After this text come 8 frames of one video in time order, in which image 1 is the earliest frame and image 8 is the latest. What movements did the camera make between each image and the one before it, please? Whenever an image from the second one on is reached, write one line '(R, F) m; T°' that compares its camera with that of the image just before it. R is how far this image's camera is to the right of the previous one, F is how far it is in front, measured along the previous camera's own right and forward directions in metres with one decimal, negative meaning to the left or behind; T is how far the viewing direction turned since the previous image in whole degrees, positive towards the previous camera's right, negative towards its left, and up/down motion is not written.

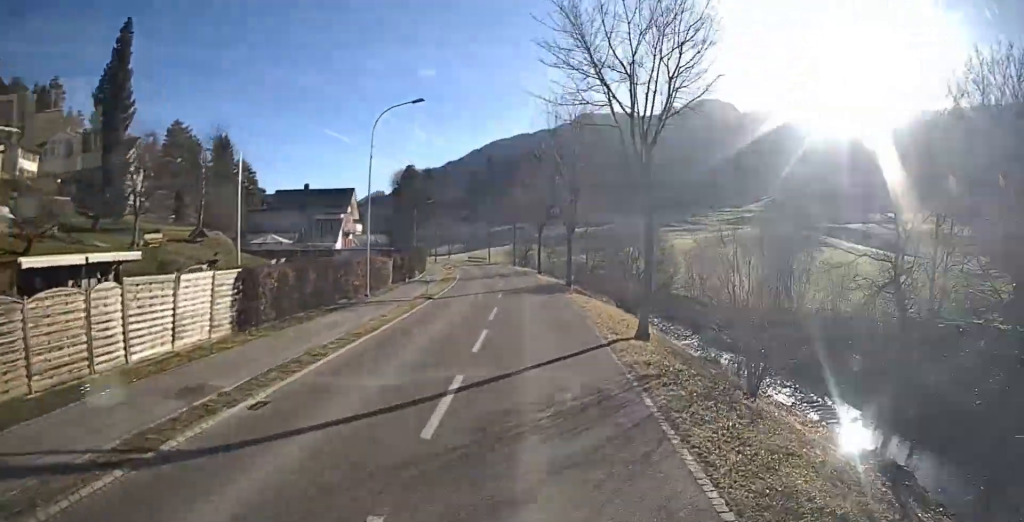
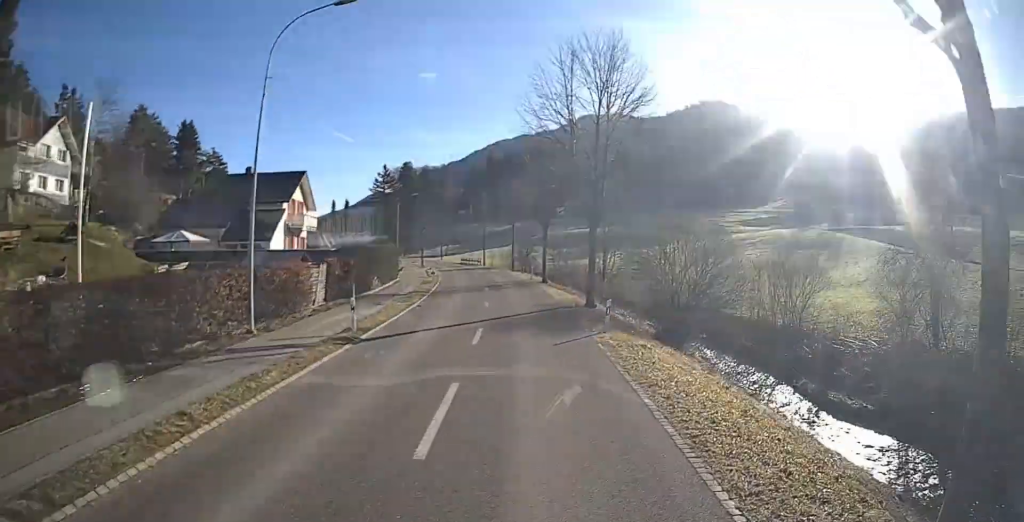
(-0.2, +12.6) m; -3°
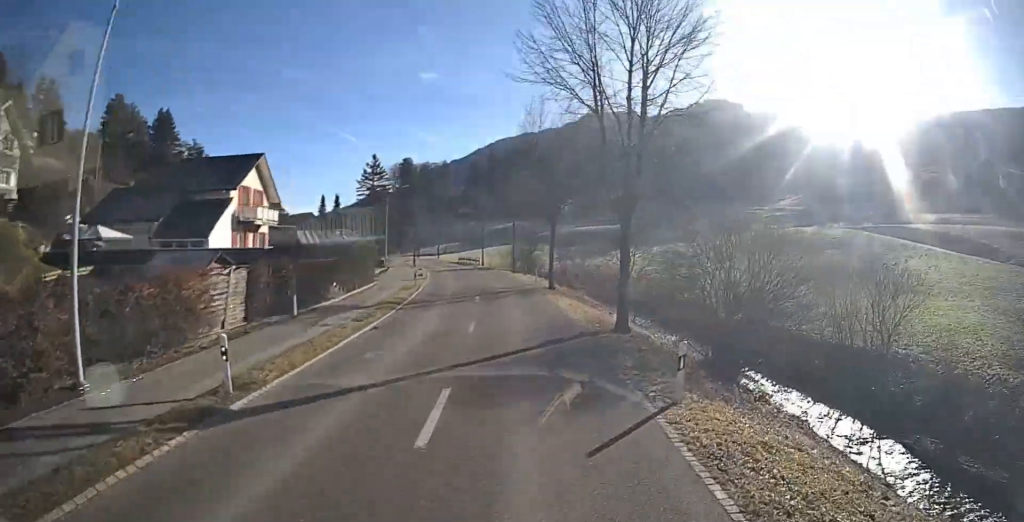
(-0.4, +7.6) m; -2°
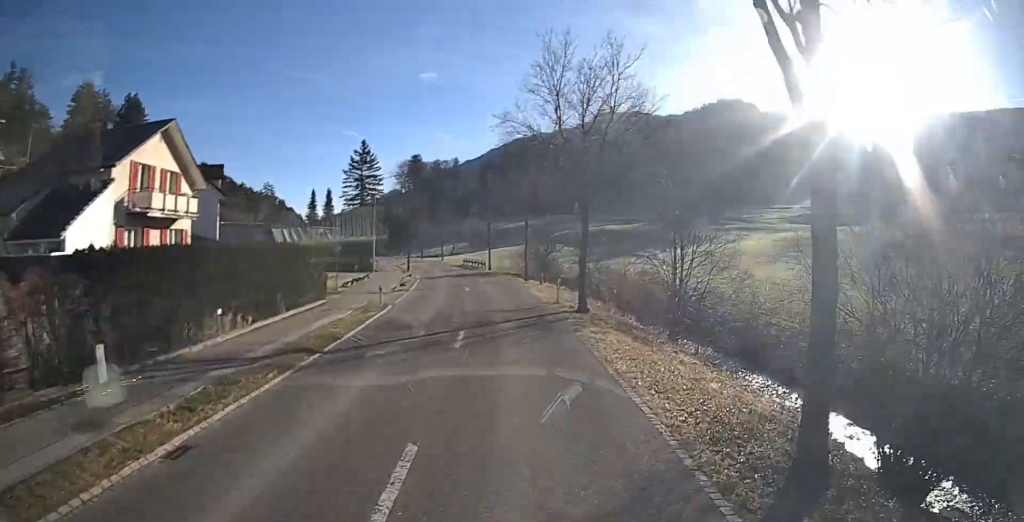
(0.0, +11.2) m; 0°
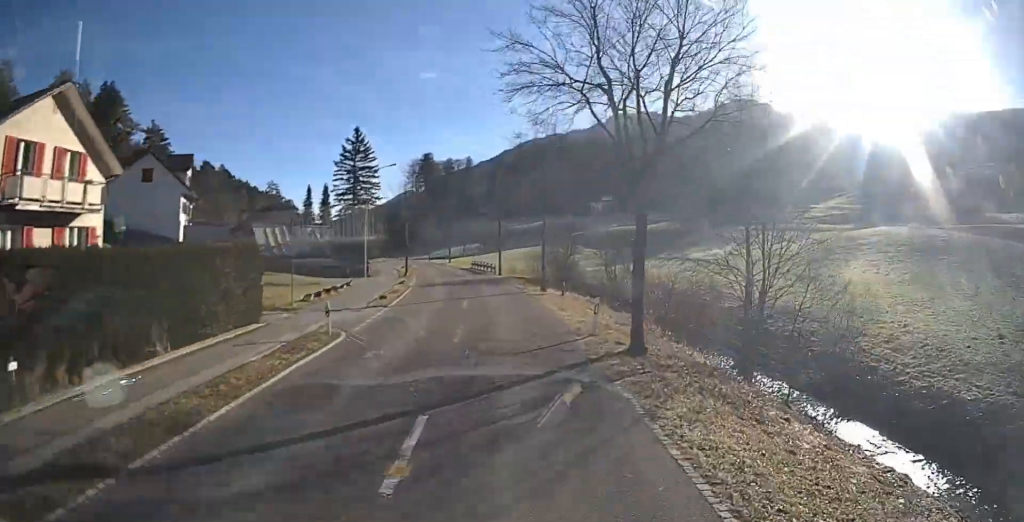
(0.0, +8.0) m; 0°
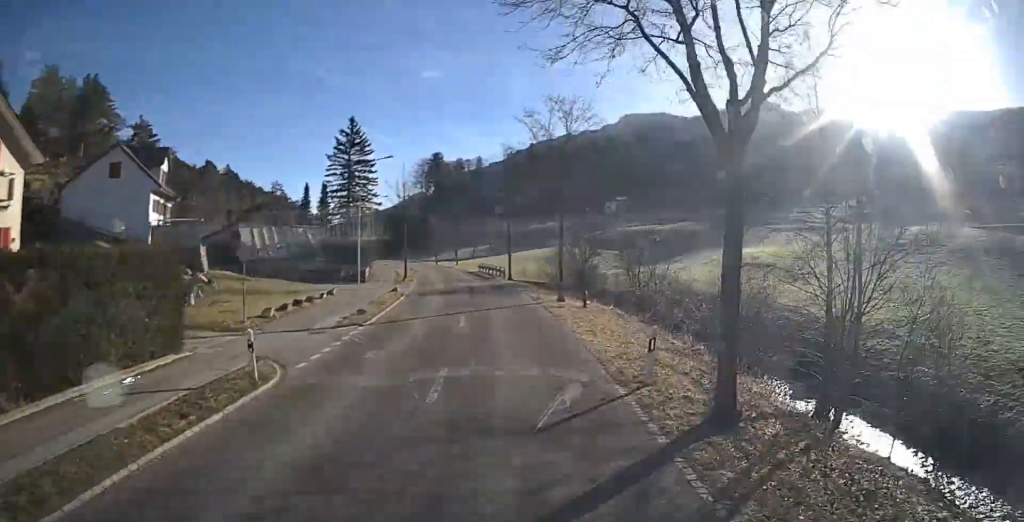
(0.0, +5.4) m; 0°
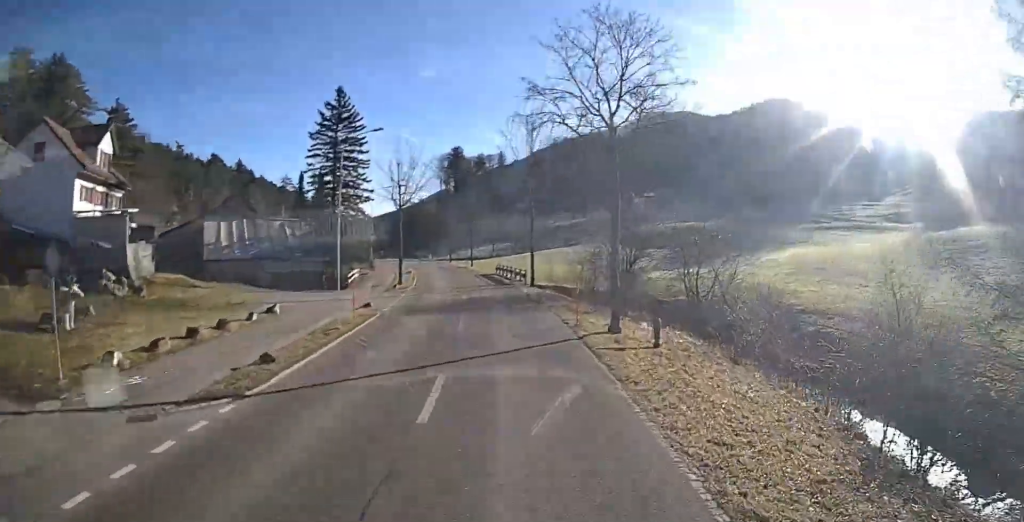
(-0.1, +9.9) m; -2°
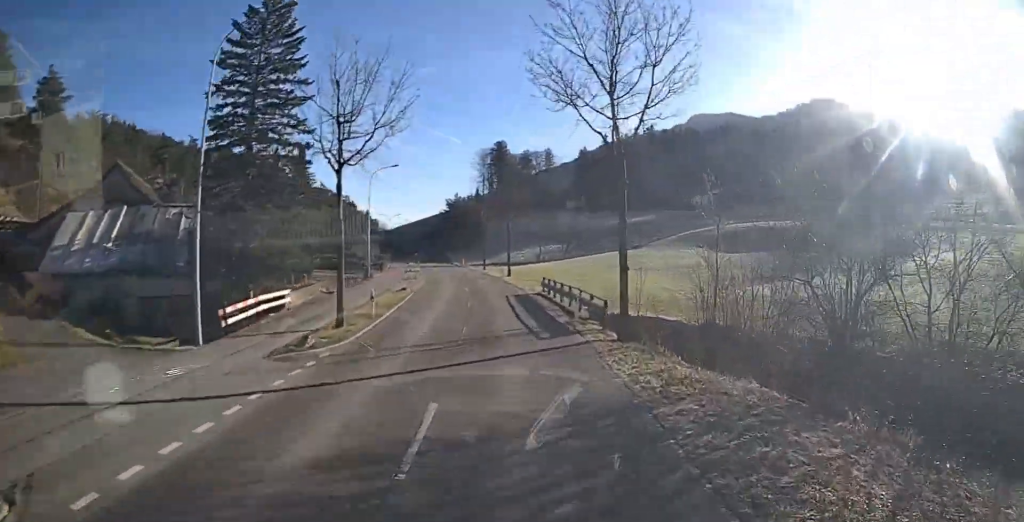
(-0.8, +20.0) m; -5°
